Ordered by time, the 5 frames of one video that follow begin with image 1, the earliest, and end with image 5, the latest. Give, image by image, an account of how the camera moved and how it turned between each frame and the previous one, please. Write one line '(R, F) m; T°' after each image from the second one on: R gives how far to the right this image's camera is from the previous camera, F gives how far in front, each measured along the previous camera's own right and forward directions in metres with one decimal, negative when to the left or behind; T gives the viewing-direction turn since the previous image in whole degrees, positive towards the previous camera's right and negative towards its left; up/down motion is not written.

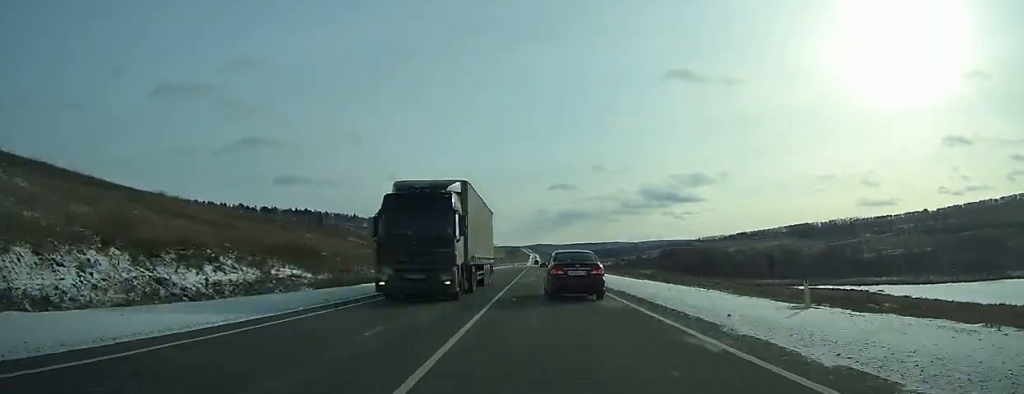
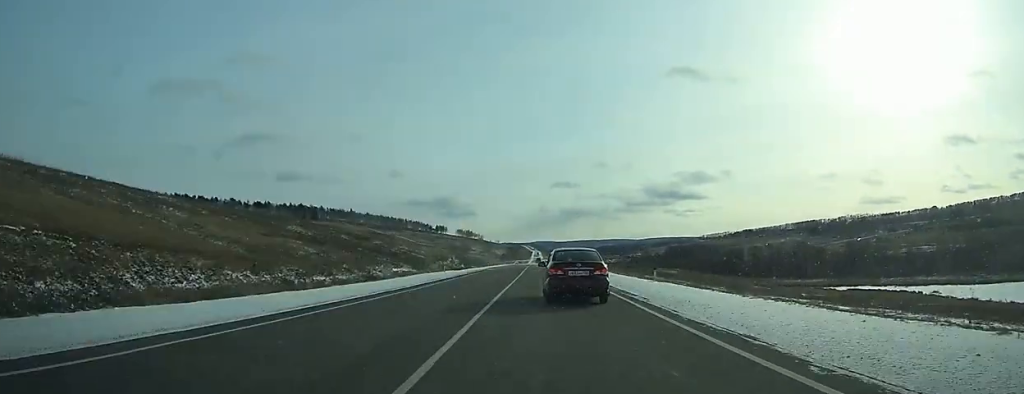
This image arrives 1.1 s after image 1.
(-0.2, +31.1) m; 0°
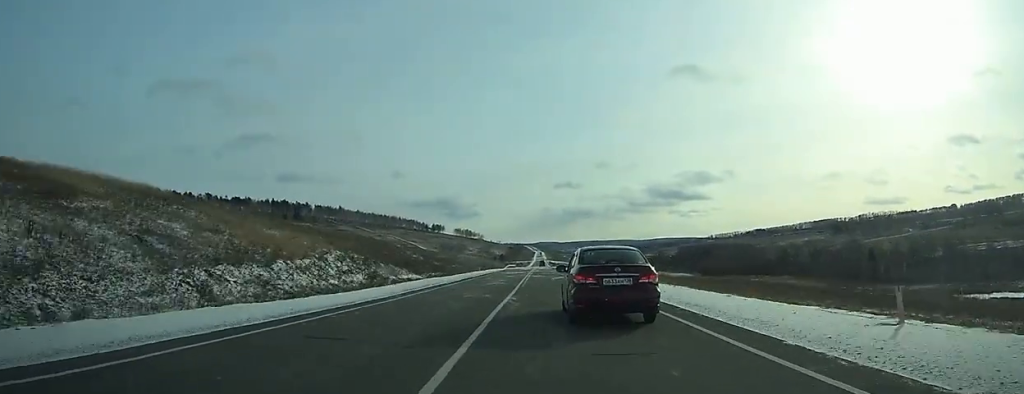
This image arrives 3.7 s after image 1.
(+0.1, +70.1) m; 0°
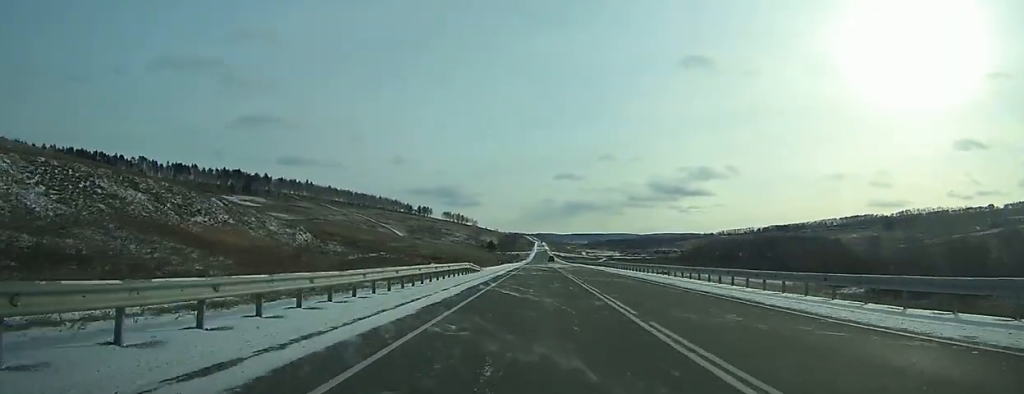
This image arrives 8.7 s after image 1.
(-0.3, +143.5) m; 0°
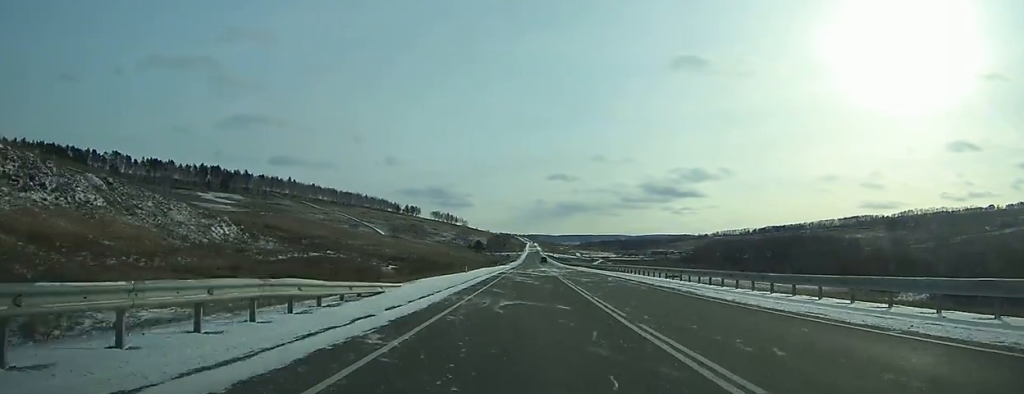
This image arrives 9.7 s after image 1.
(-0.1, +32.5) m; 0°
